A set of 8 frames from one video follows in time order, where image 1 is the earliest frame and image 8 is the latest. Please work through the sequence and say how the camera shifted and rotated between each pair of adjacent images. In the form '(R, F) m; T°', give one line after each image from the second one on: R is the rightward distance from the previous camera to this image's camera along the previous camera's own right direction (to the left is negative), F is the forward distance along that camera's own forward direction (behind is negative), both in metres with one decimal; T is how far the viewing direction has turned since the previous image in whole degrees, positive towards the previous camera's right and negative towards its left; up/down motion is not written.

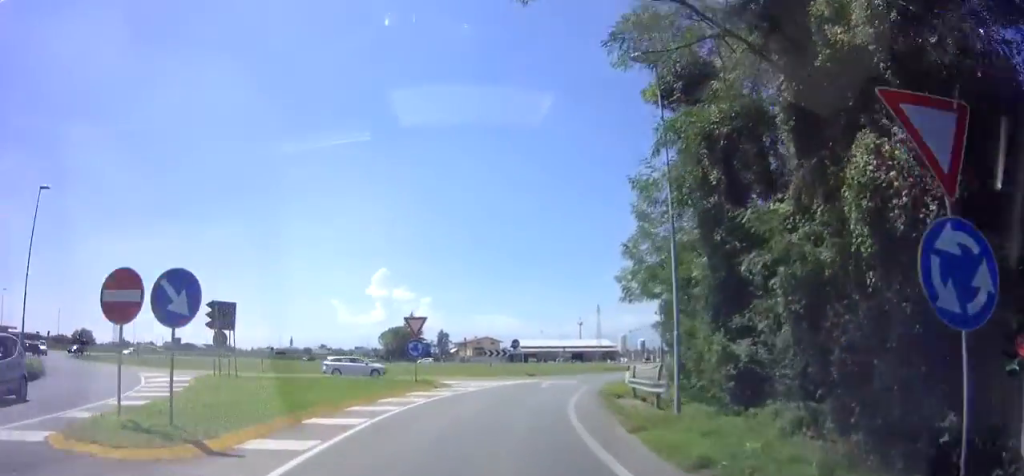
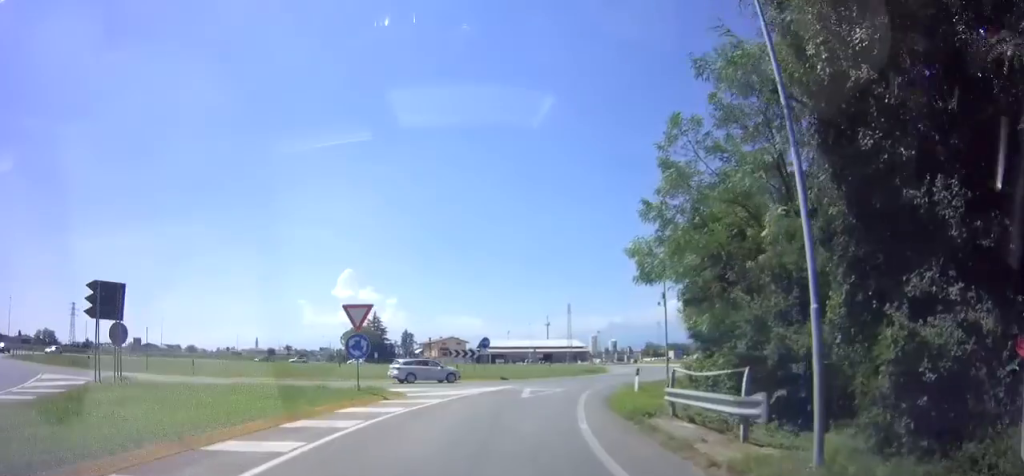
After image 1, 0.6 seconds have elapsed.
(+0.2, +5.1) m; +3°
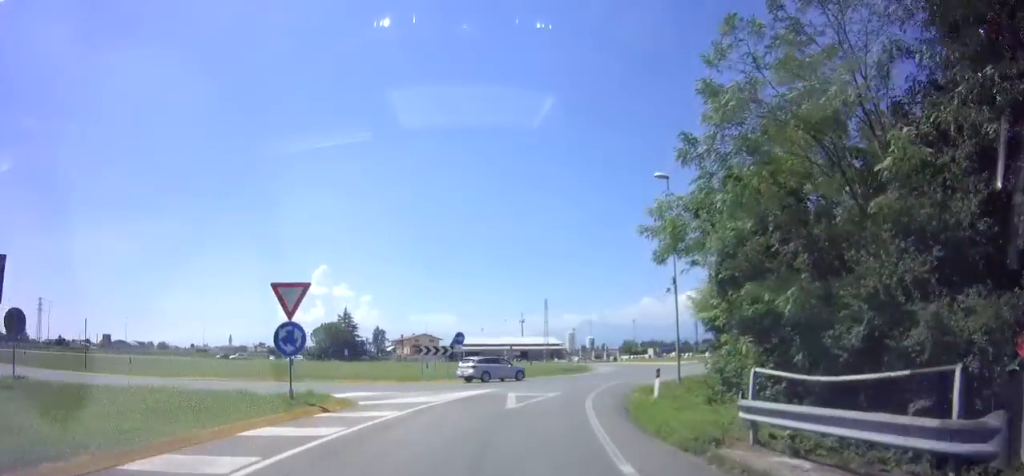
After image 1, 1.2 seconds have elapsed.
(+0.1, +4.1) m; +3°
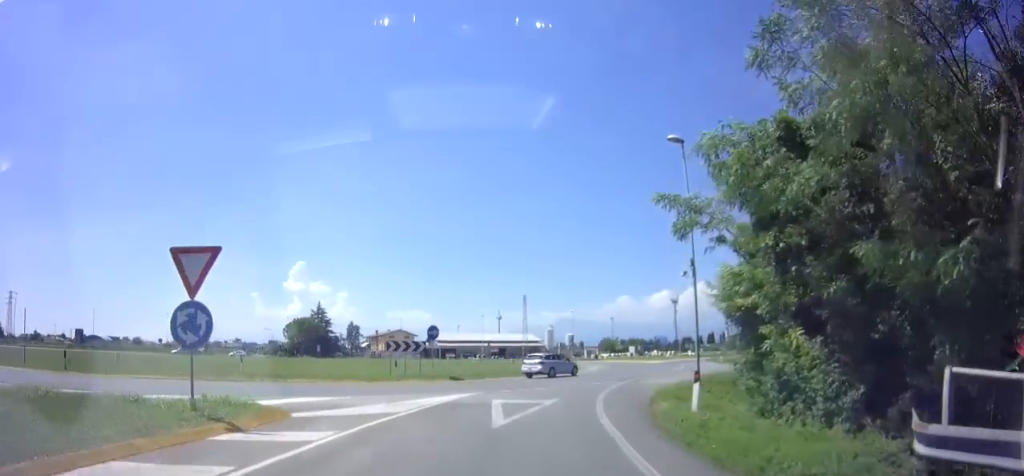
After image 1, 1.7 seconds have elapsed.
(+0.2, +3.2) m; +3°
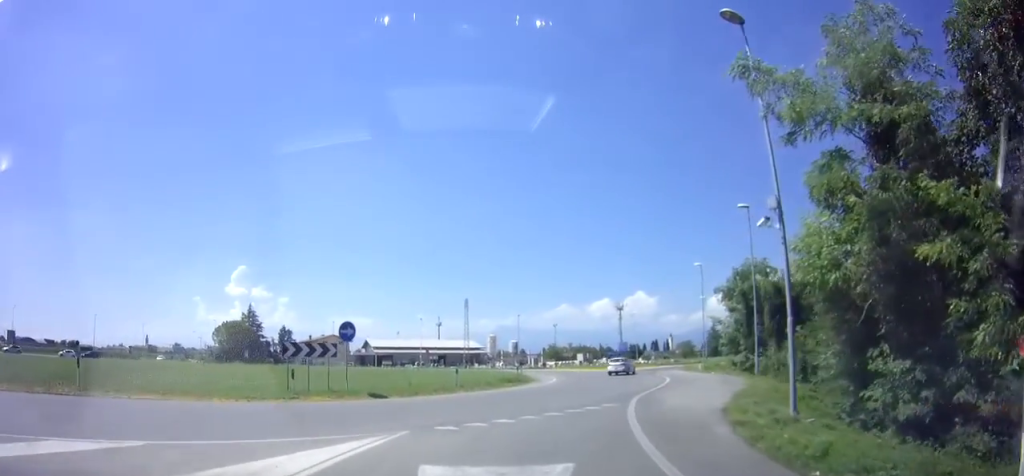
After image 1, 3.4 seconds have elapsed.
(+0.4, +6.6) m; +5°
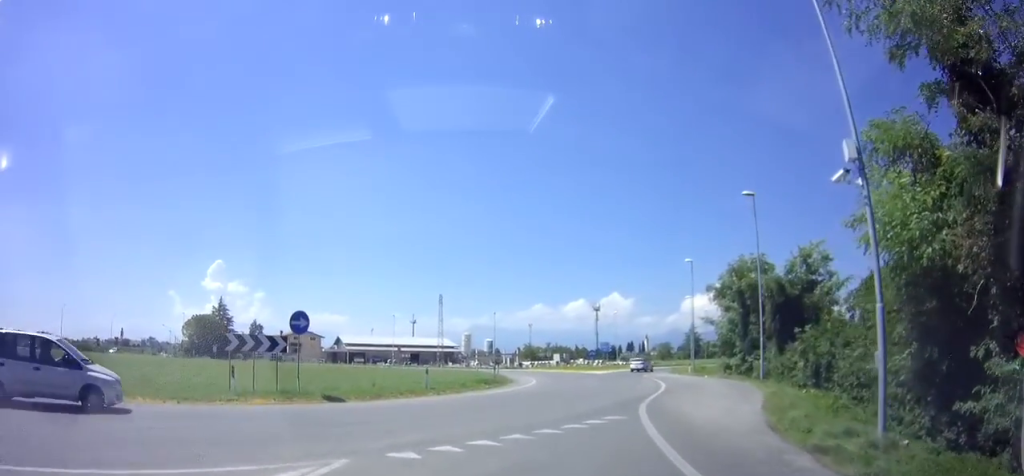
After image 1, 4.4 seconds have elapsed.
(0.0, +2.8) m; 0°
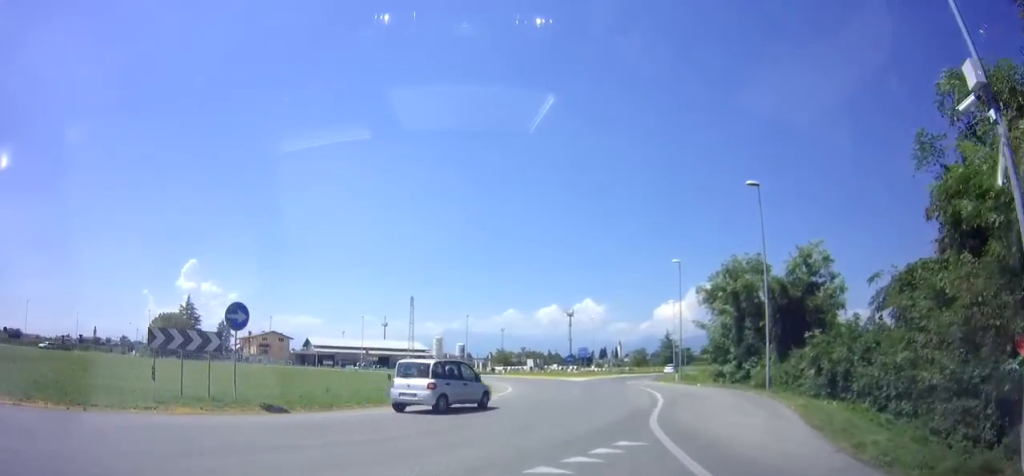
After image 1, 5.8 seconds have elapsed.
(+0.3, +4.1) m; +10°
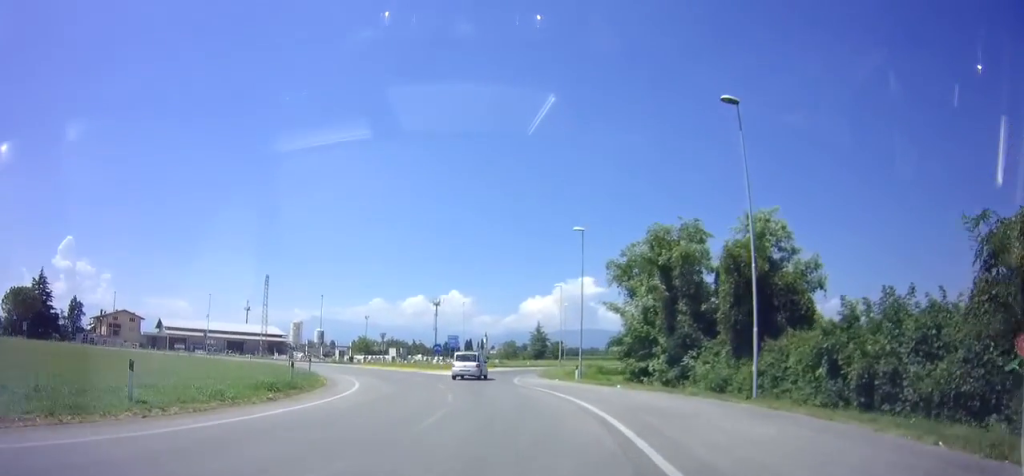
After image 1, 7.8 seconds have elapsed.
(+1.5, +10.9) m; +13°
